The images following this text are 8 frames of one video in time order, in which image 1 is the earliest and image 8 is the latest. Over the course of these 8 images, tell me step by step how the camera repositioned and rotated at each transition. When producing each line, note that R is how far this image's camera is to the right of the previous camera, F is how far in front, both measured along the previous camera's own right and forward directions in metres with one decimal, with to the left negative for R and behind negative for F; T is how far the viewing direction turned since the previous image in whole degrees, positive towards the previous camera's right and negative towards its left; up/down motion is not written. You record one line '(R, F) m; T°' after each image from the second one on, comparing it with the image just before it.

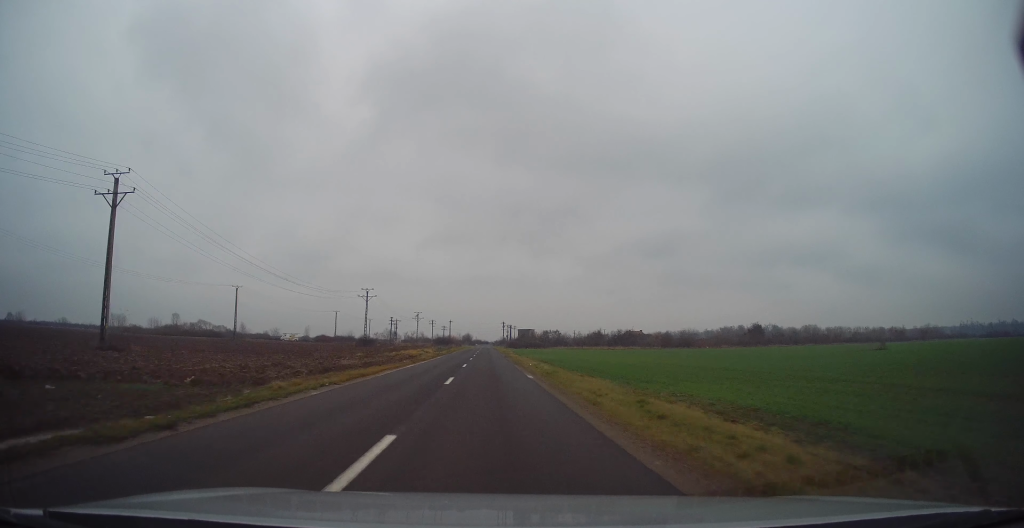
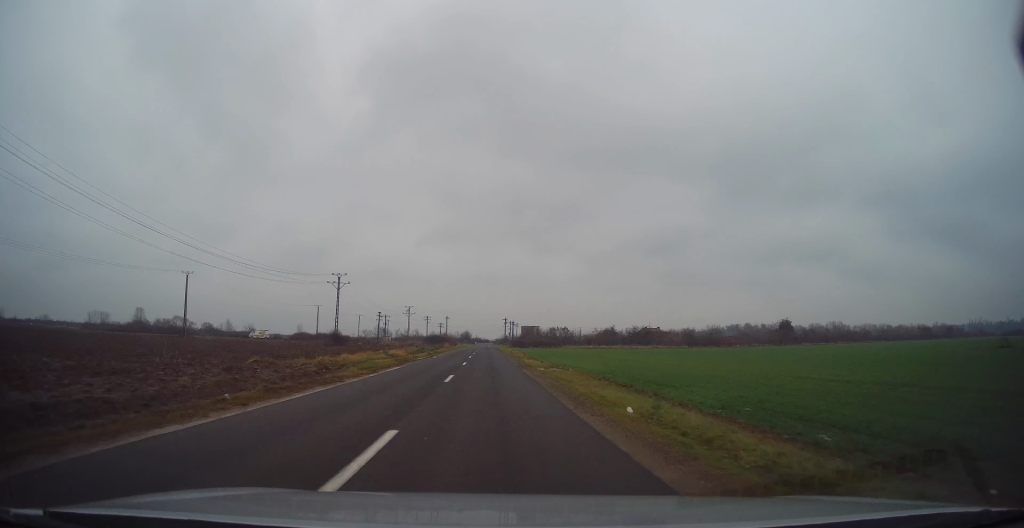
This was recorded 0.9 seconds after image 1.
(-0.2, +23.0) m; 0°
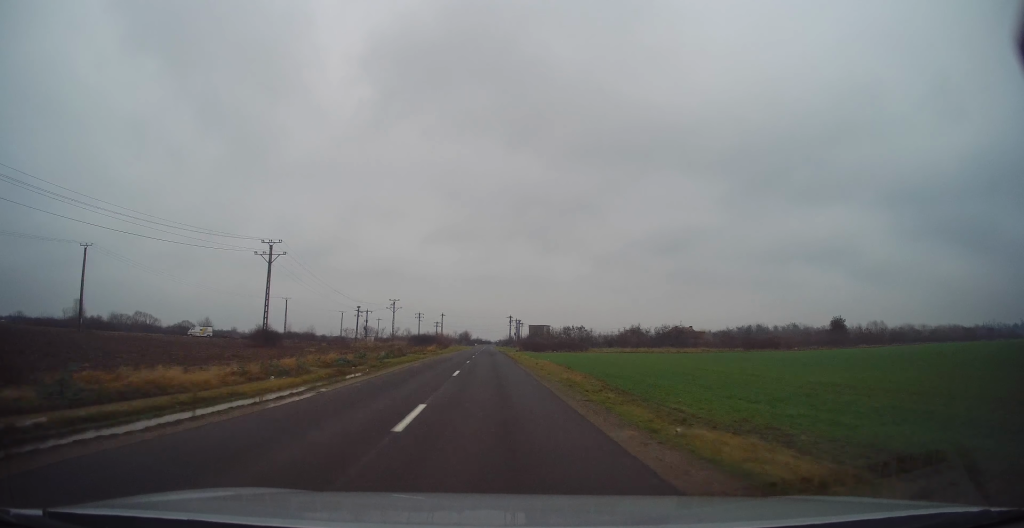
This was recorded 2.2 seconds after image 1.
(+0.1, +32.0) m; 0°
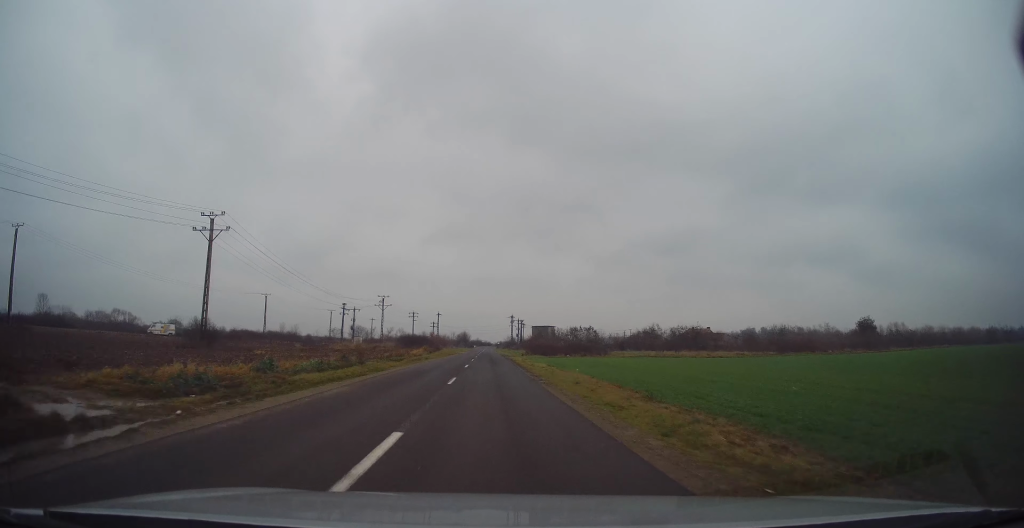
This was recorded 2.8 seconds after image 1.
(-0.1, +14.7) m; 0°
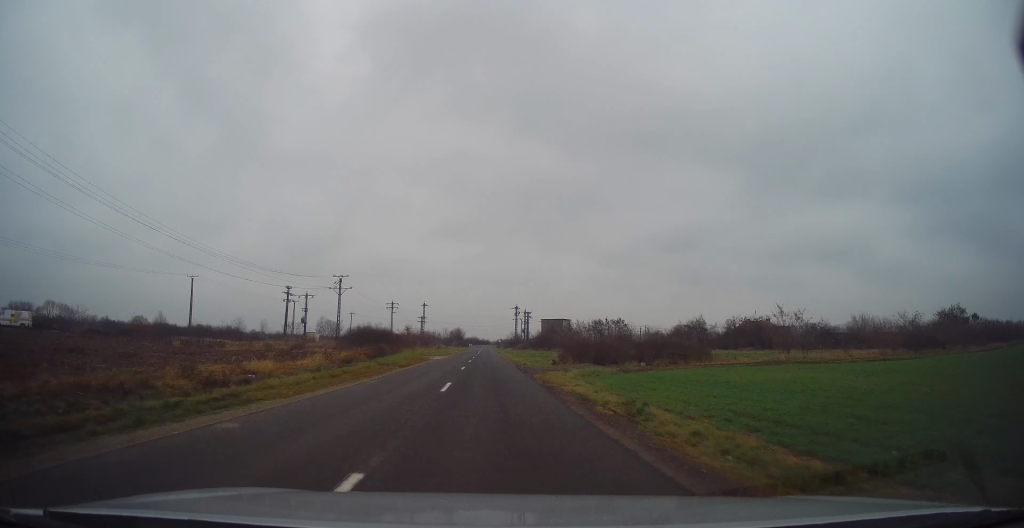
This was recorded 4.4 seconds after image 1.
(-0.1, +36.7) m; 0°
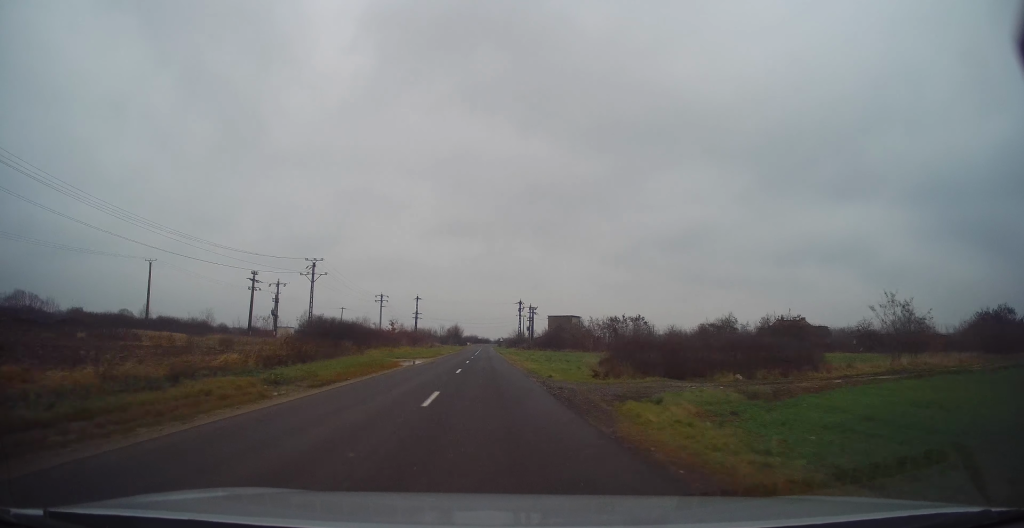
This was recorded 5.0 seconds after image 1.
(0.0, +16.1) m; 0°
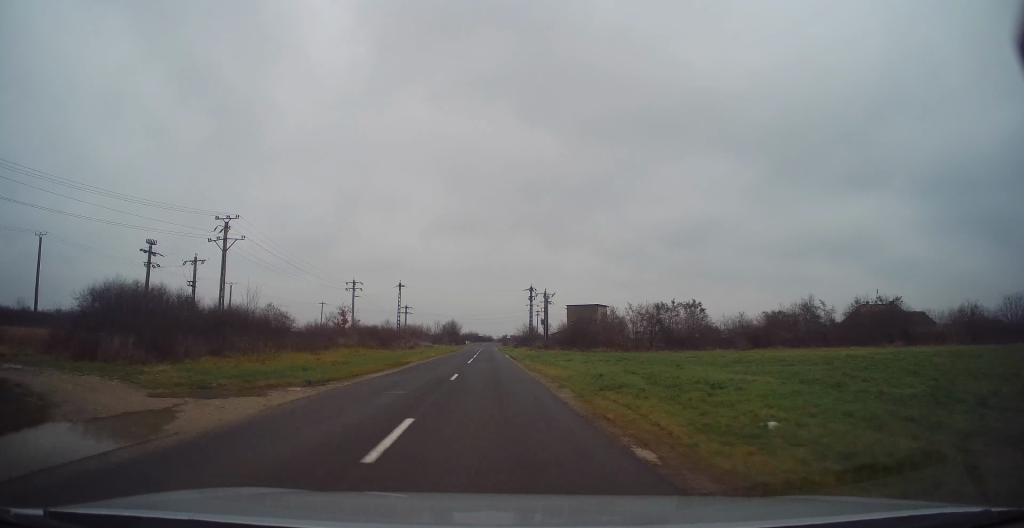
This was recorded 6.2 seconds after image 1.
(+0.2, +28.0) m; 0°
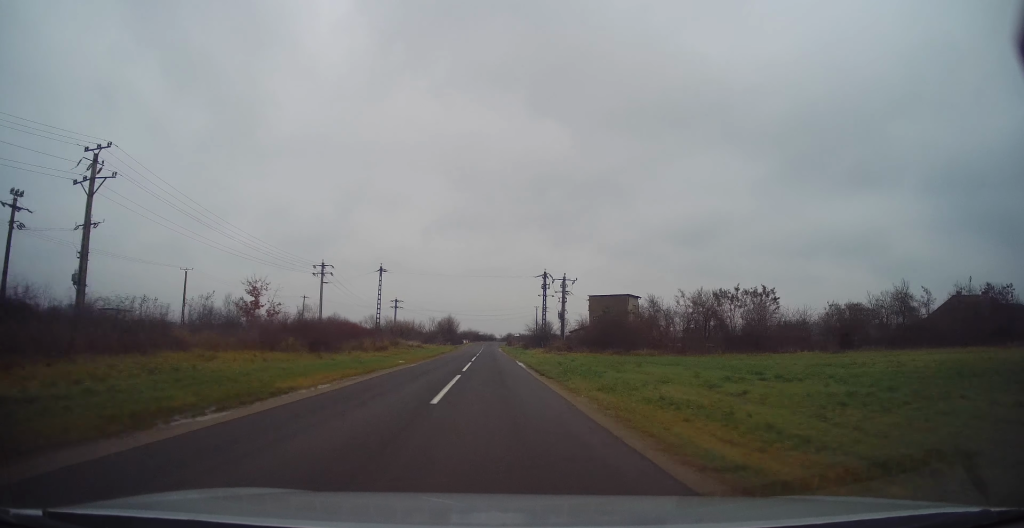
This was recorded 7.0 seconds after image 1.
(-0.3, +20.8) m; -1°
